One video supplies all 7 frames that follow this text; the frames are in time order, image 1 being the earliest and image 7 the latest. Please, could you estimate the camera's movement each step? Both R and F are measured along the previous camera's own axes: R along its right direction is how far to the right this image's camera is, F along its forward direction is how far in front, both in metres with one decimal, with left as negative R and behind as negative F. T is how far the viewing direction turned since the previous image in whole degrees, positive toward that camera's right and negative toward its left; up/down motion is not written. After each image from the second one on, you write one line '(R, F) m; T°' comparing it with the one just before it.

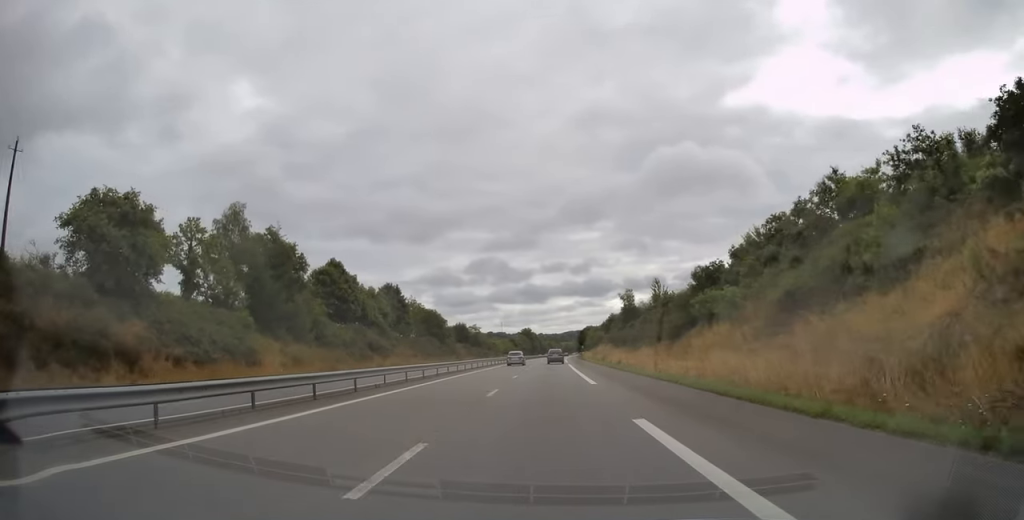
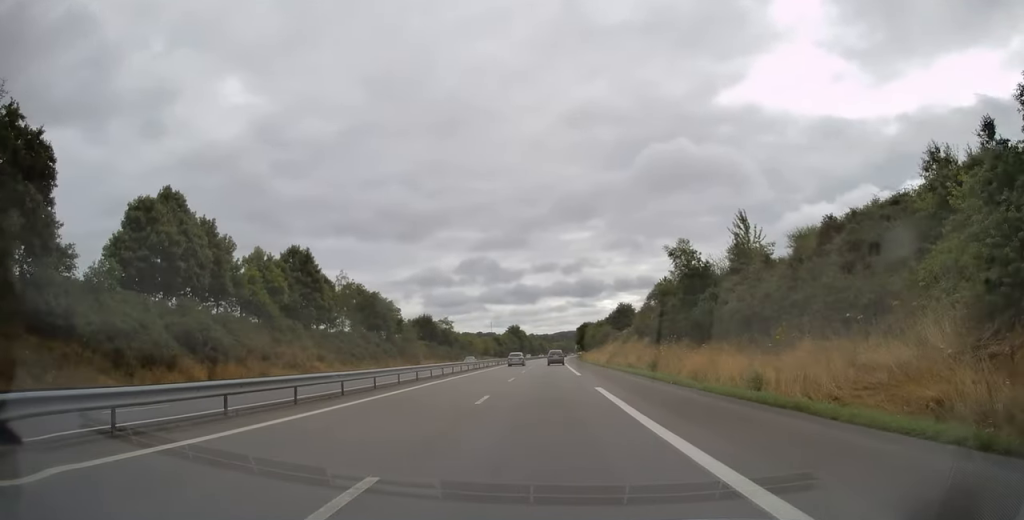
(-0.1, +41.2) m; 0°
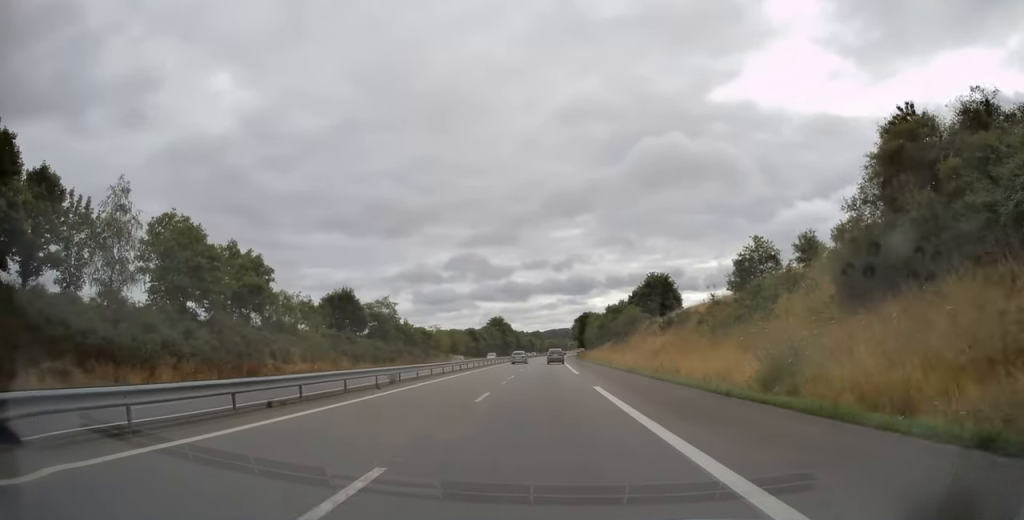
(+1.2, +51.3) m; +2°
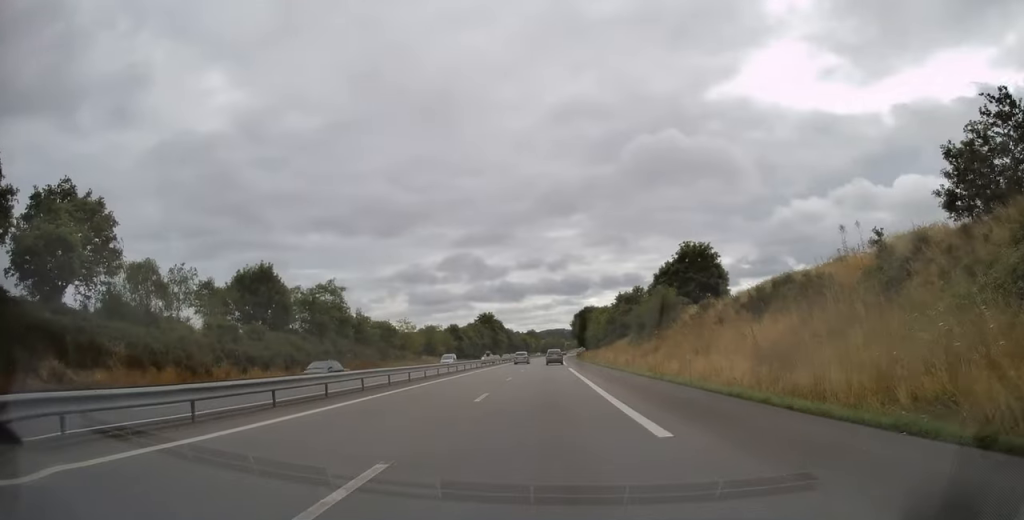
(0.0, +25.6) m; 0°
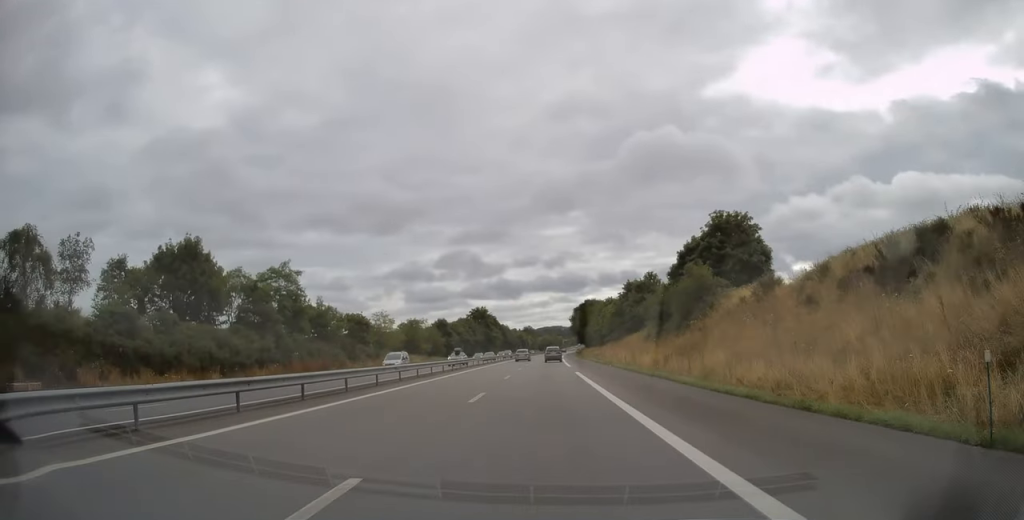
(-0.2, +13.8) m; 0°
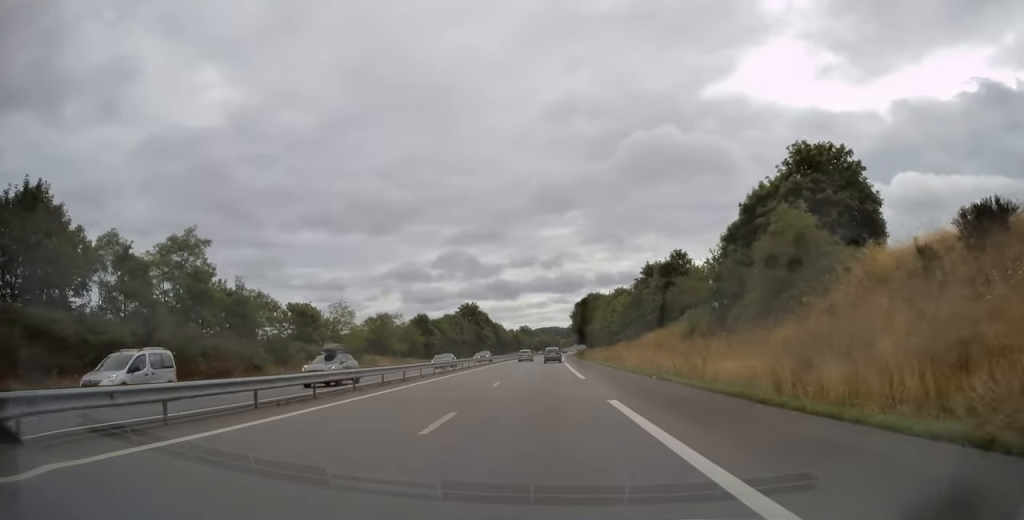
(+0.1, +19.0) m; 0°
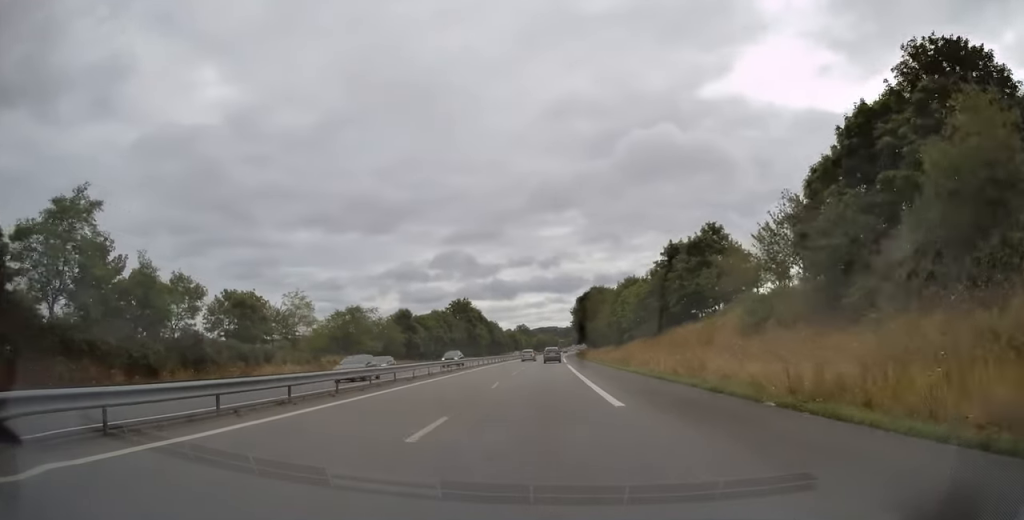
(+0.1, +13.8) m; 0°
